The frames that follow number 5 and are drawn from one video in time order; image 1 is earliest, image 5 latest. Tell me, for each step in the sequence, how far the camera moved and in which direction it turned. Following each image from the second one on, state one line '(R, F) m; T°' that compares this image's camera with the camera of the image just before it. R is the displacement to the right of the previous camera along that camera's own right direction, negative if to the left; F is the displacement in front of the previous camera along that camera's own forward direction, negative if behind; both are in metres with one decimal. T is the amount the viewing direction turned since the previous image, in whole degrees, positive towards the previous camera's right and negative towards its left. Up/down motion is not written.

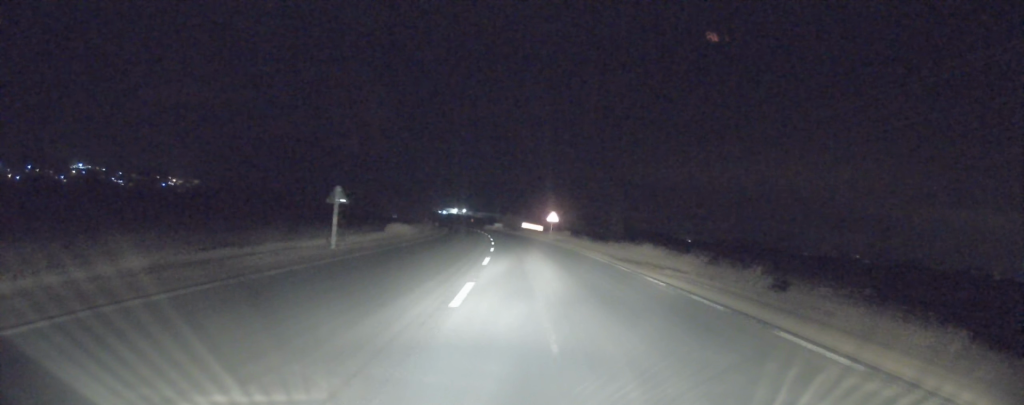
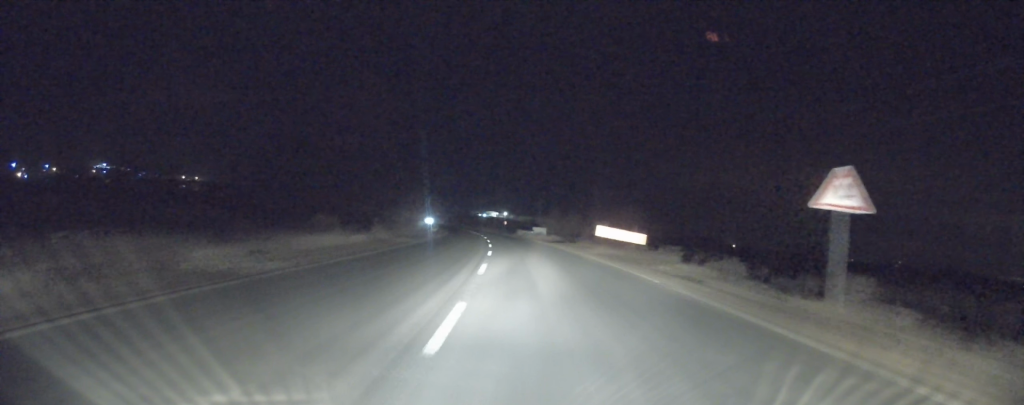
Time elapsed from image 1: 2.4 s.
(-1.9, +46.4) m; -4°
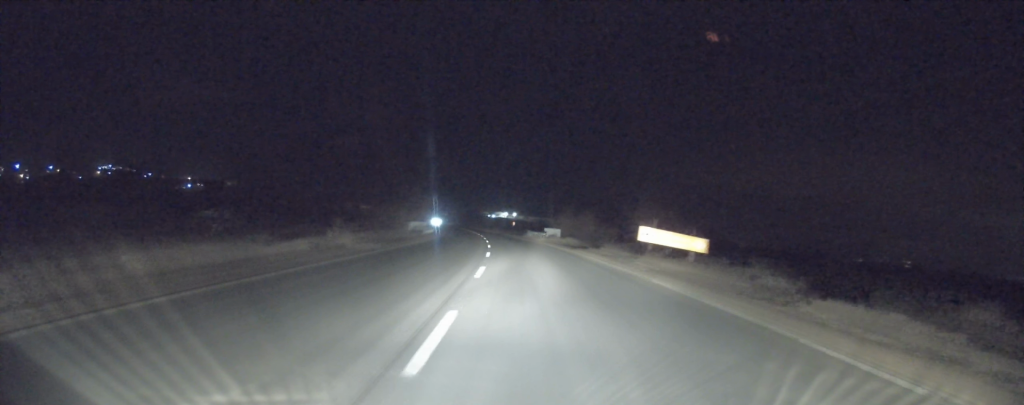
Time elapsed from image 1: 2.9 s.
(+0.1, +9.5) m; -1°
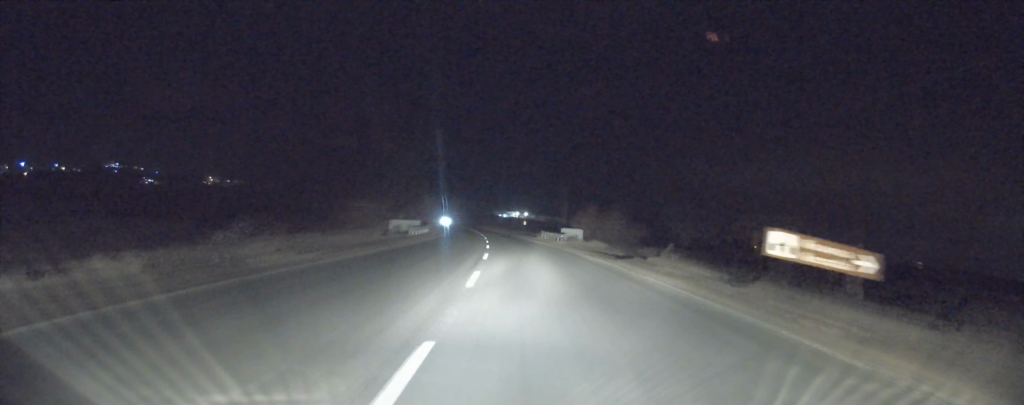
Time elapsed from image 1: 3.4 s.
(-0.2, +11.0) m; -1°
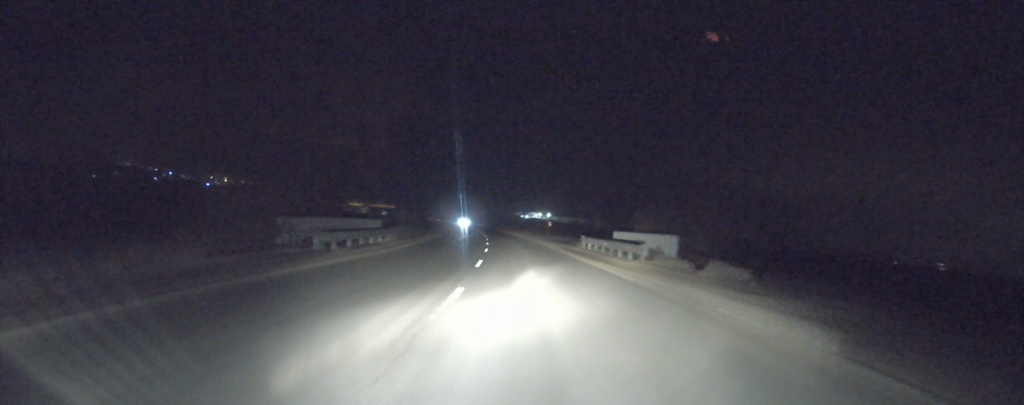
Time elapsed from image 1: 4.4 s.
(-0.3, +21.6) m; -2°
